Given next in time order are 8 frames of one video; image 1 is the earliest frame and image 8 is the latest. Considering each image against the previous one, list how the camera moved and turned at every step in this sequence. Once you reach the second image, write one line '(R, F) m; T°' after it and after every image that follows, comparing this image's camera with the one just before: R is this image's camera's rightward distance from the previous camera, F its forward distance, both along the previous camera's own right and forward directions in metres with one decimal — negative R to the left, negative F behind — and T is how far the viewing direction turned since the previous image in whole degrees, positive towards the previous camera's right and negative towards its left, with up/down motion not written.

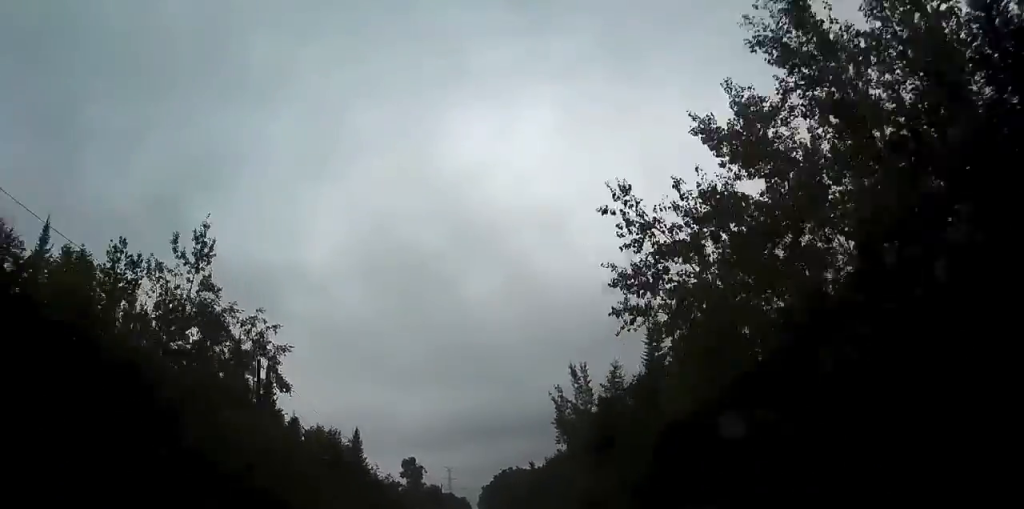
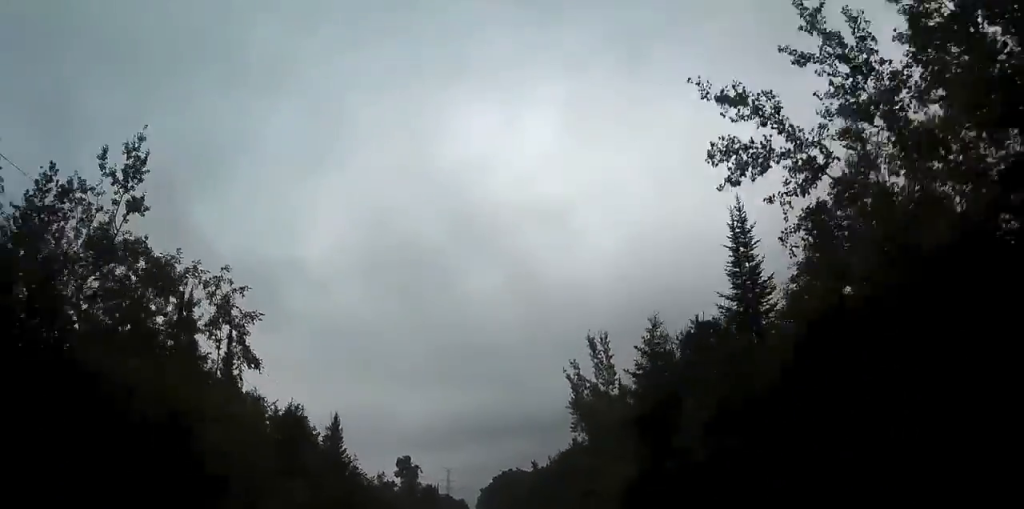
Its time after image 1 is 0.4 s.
(0.0, +9.7) m; 0°
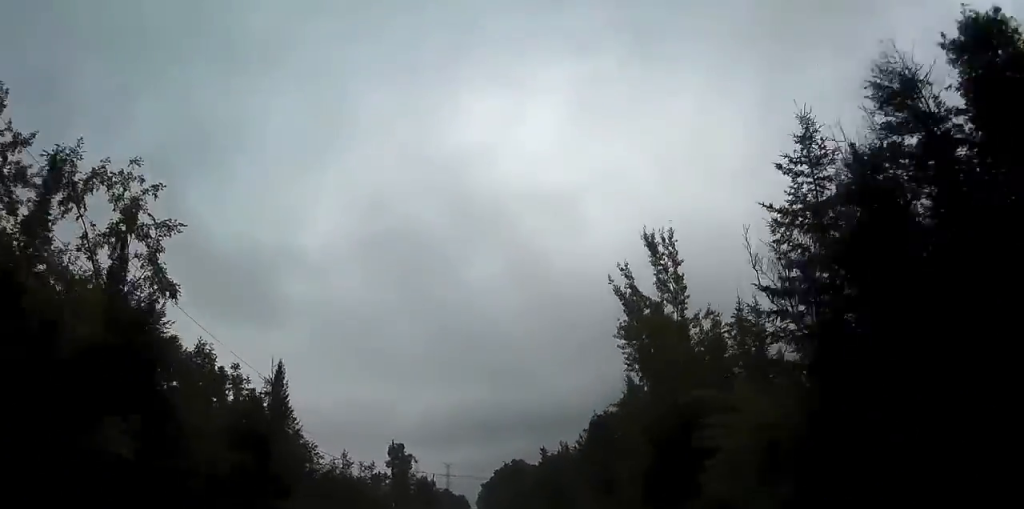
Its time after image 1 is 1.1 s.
(0.0, +17.0) m; 0°
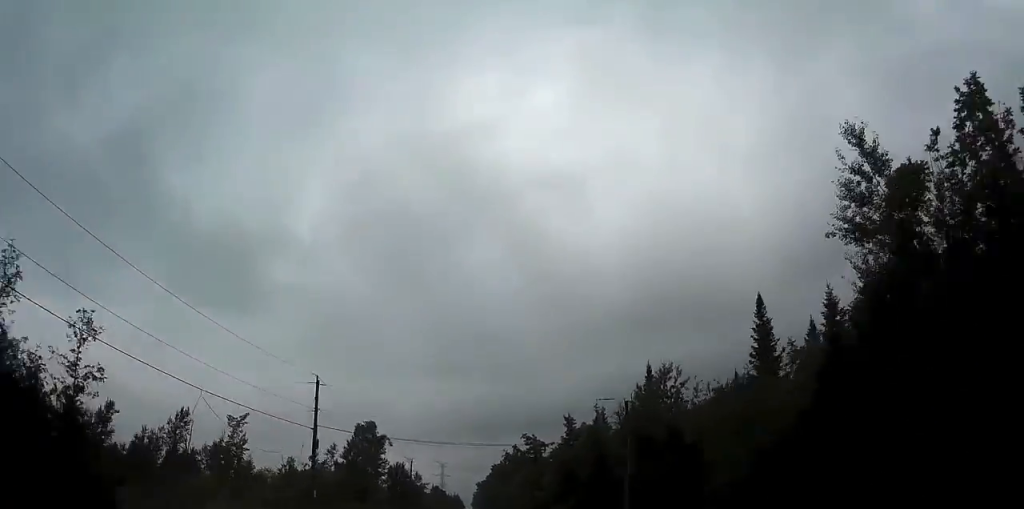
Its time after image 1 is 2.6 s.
(-0.1, +37.4) m; 0°
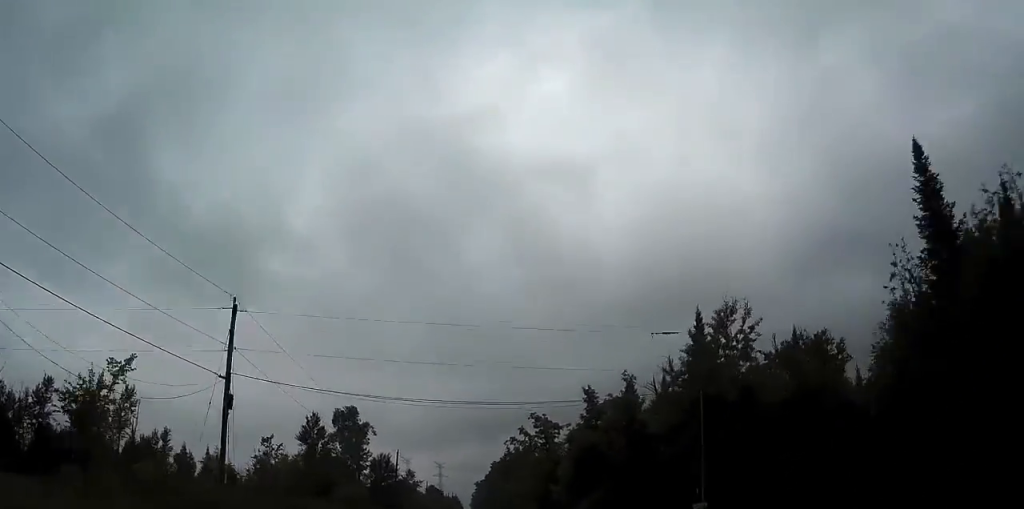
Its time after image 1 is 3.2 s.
(-0.1, +16.0) m; 0°
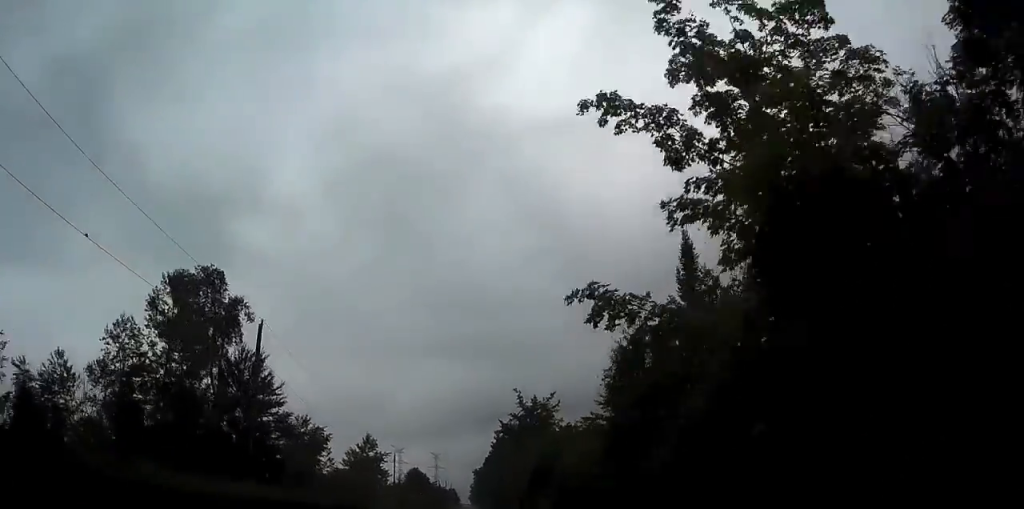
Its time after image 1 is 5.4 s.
(+0.5, +54.8) m; 0°
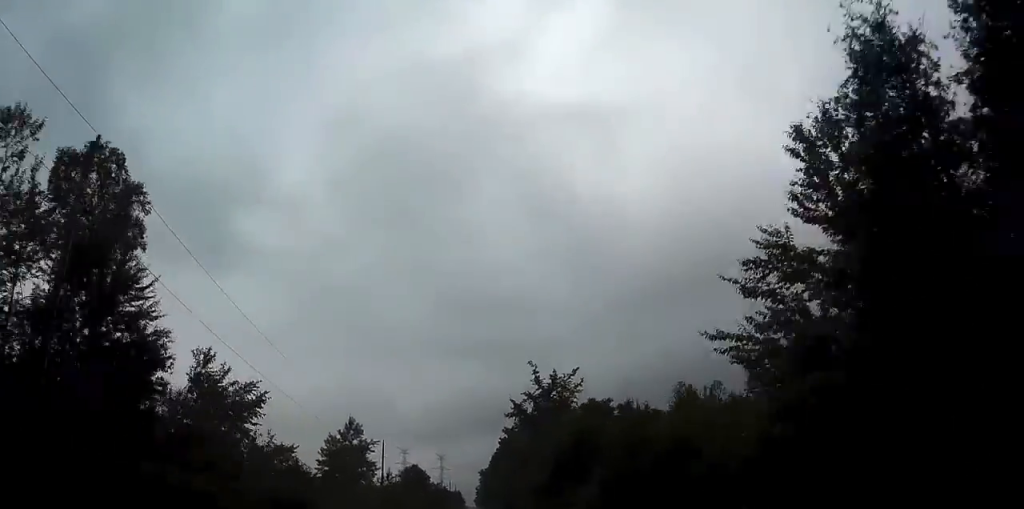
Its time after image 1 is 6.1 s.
(-0.1, +18.1) m; 0°
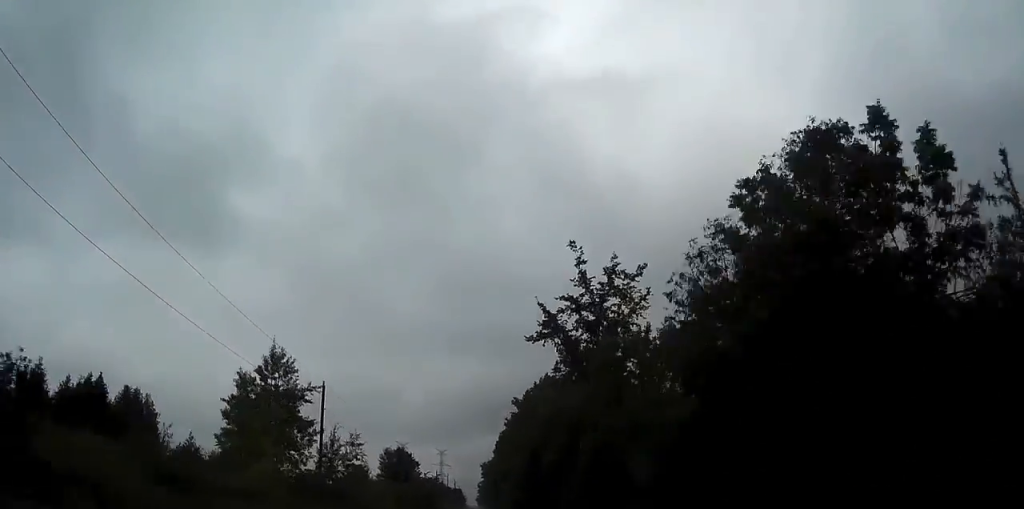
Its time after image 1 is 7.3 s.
(-0.1, +33.0) m; 0°
